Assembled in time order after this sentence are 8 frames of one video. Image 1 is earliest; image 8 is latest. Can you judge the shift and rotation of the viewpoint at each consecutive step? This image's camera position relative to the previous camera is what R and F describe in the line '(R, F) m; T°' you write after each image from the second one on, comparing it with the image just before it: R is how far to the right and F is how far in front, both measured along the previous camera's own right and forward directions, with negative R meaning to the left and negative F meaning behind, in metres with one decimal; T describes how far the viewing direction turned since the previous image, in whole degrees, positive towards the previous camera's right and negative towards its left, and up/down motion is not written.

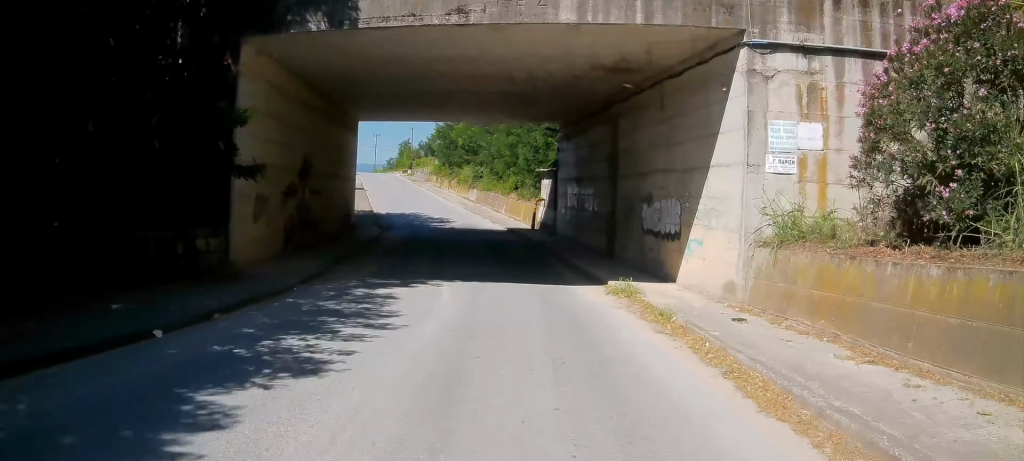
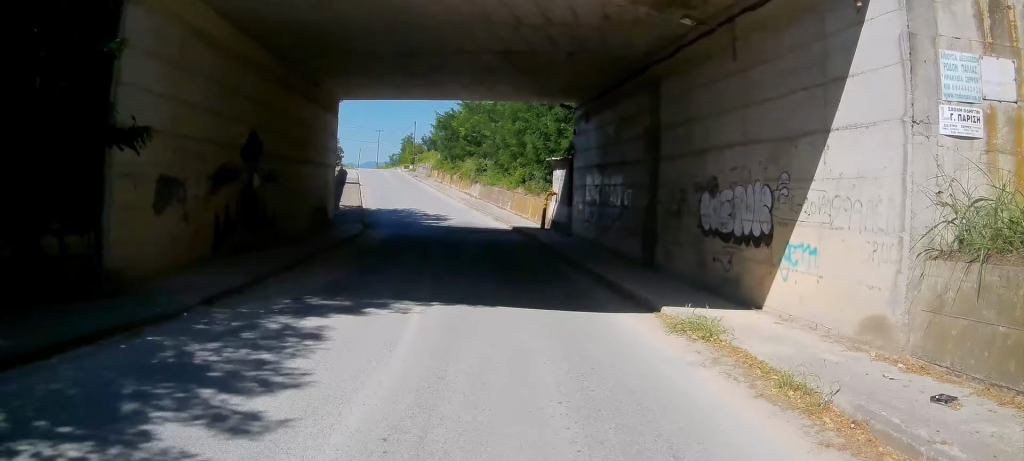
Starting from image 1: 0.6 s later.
(+0.1, +5.4) m; 0°
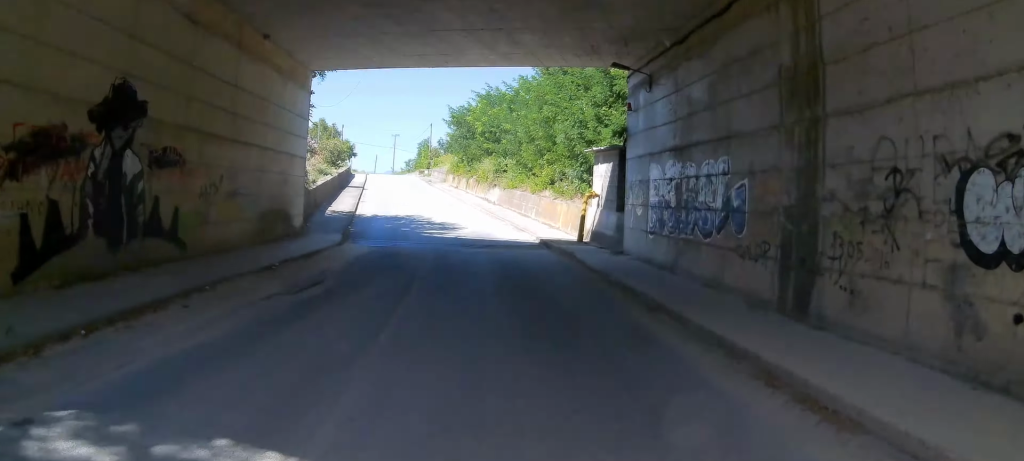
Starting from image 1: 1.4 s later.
(-0.1, +7.8) m; -2°
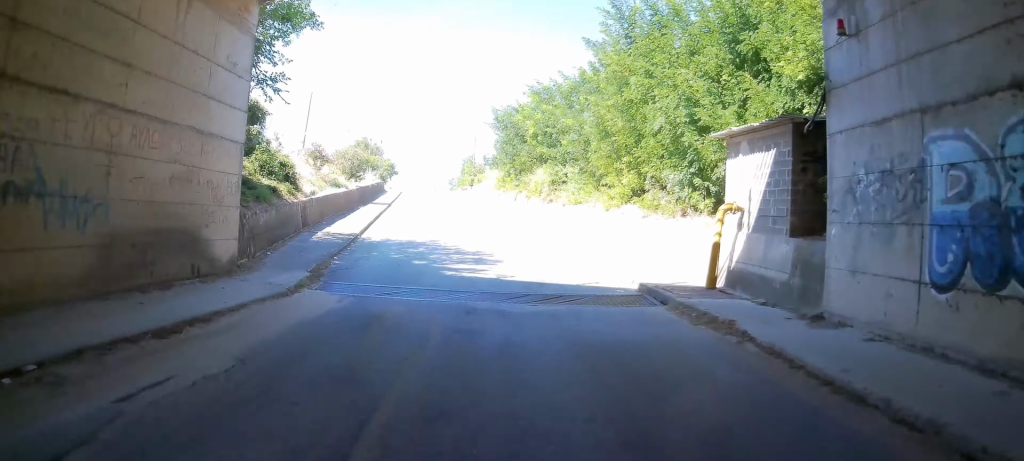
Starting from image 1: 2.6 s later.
(-0.3, +10.8) m; -2°
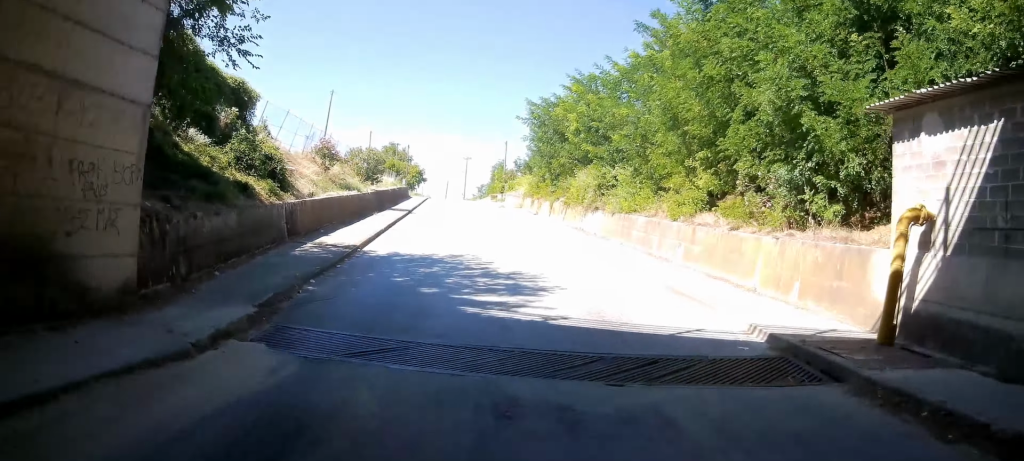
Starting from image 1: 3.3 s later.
(0.0, +6.2) m; 0°
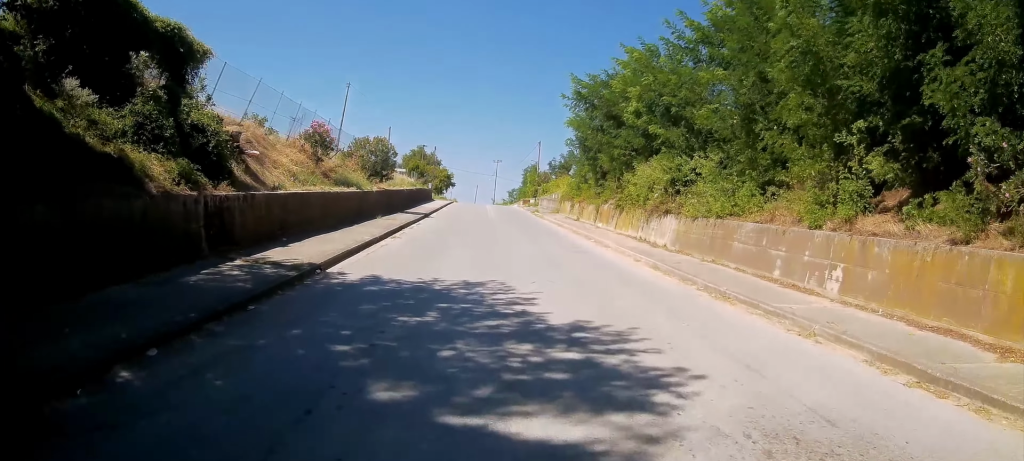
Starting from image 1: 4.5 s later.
(0.0, +9.6) m; -3°
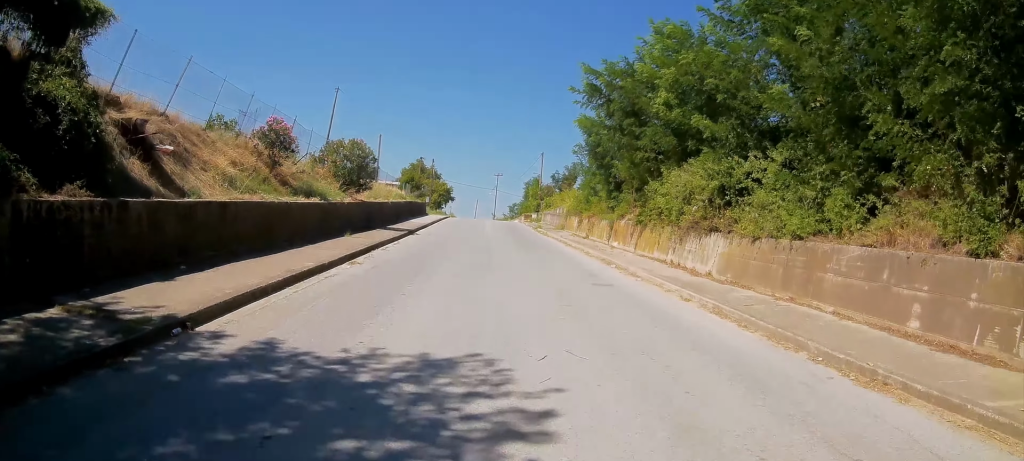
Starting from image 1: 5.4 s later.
(-0.4, +7.2) m; +3°
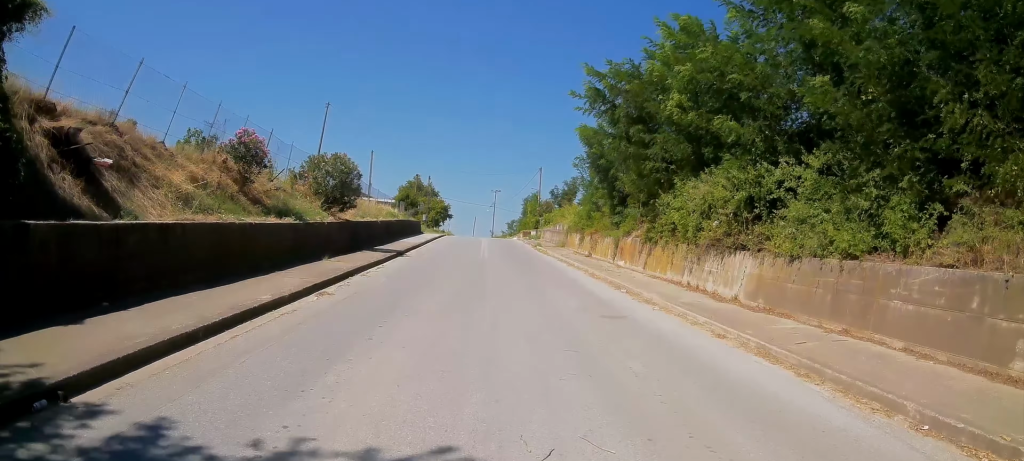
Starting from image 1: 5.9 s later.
(-0.3, +3.1) m; +3°
